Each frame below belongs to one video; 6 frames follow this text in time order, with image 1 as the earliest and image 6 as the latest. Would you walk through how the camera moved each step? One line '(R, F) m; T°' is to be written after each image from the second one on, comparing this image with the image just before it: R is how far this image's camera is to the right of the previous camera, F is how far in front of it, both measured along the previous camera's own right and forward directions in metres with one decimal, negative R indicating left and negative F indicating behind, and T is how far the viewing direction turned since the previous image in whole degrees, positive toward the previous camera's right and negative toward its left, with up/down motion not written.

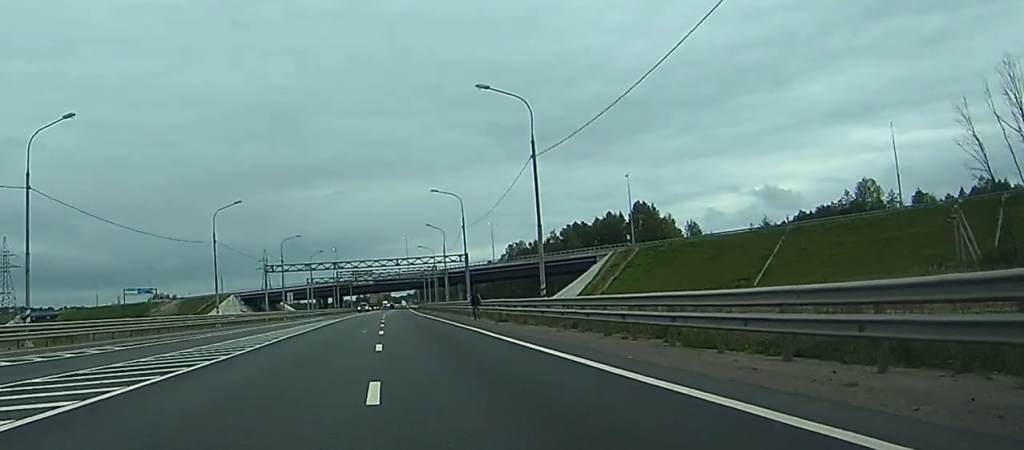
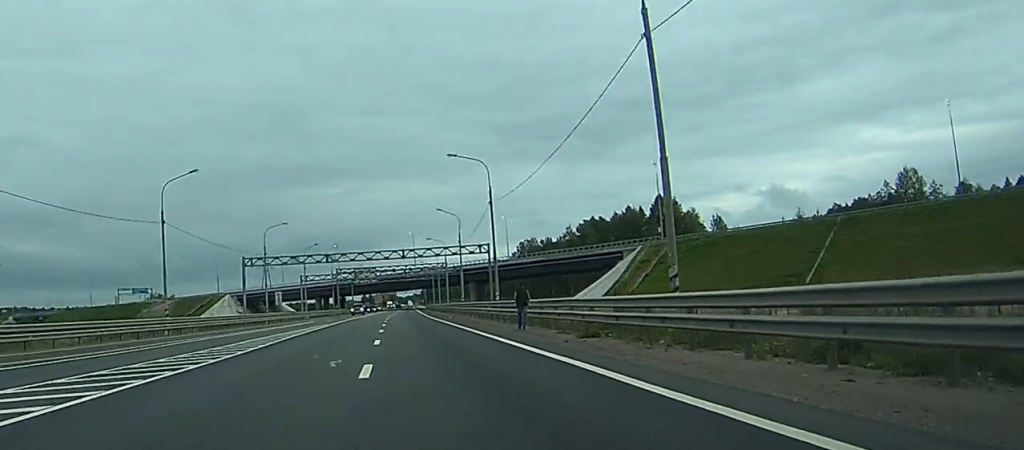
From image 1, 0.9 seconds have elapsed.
(0.0, +19.6) m; 0°
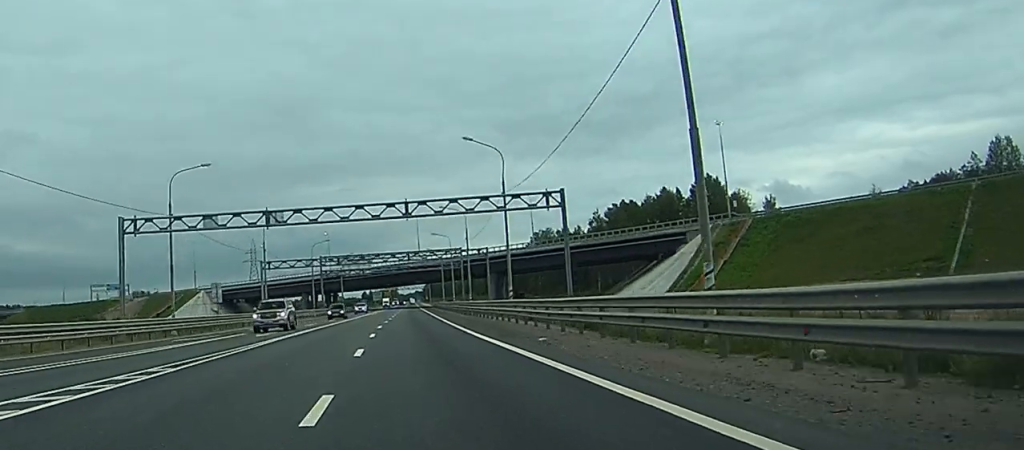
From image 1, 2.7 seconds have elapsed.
(-0.6, +41.0) m; -1°
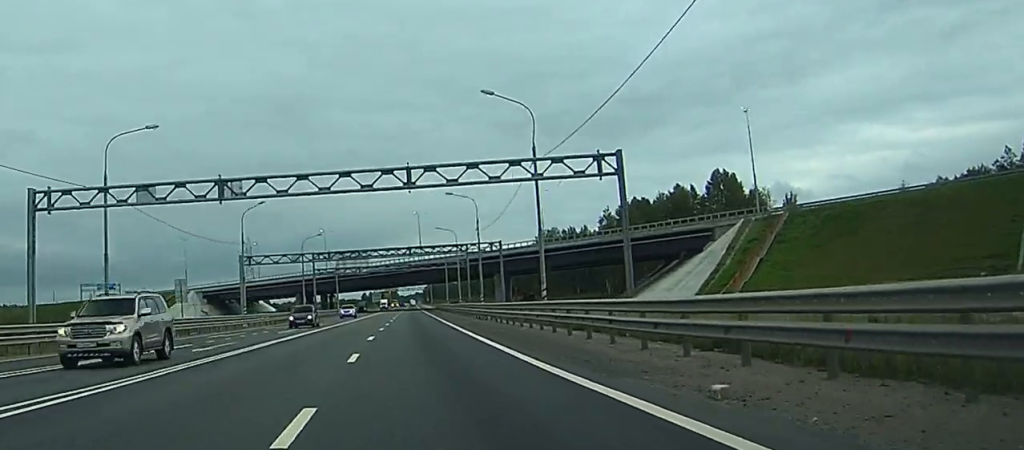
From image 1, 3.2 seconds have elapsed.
(0.0, +13.1) m; 0°
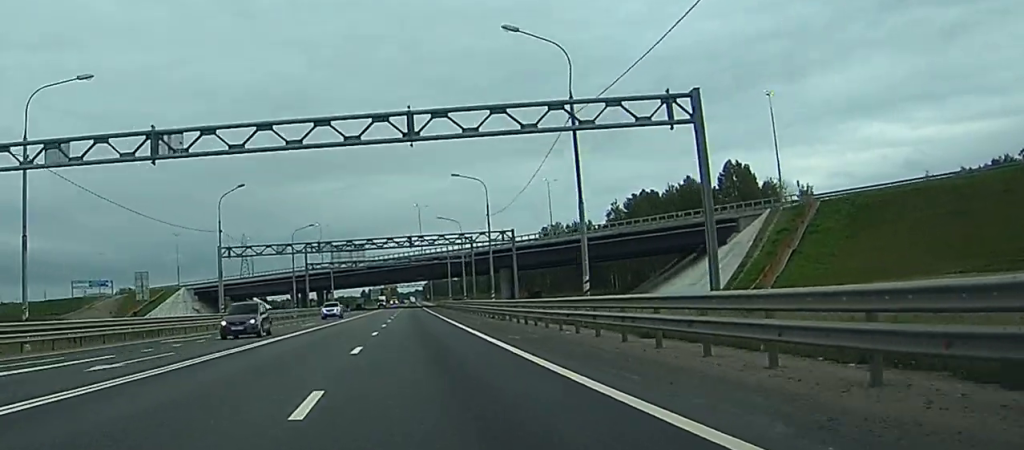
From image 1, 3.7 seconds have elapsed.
(0.0, +10.1) m; 0°
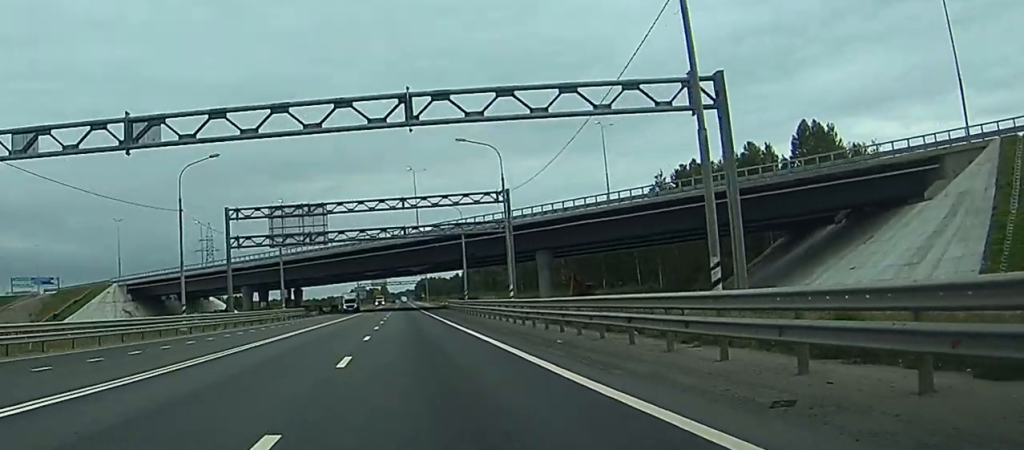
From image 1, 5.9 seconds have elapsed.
(-0.1, +52.1) m; 0°
